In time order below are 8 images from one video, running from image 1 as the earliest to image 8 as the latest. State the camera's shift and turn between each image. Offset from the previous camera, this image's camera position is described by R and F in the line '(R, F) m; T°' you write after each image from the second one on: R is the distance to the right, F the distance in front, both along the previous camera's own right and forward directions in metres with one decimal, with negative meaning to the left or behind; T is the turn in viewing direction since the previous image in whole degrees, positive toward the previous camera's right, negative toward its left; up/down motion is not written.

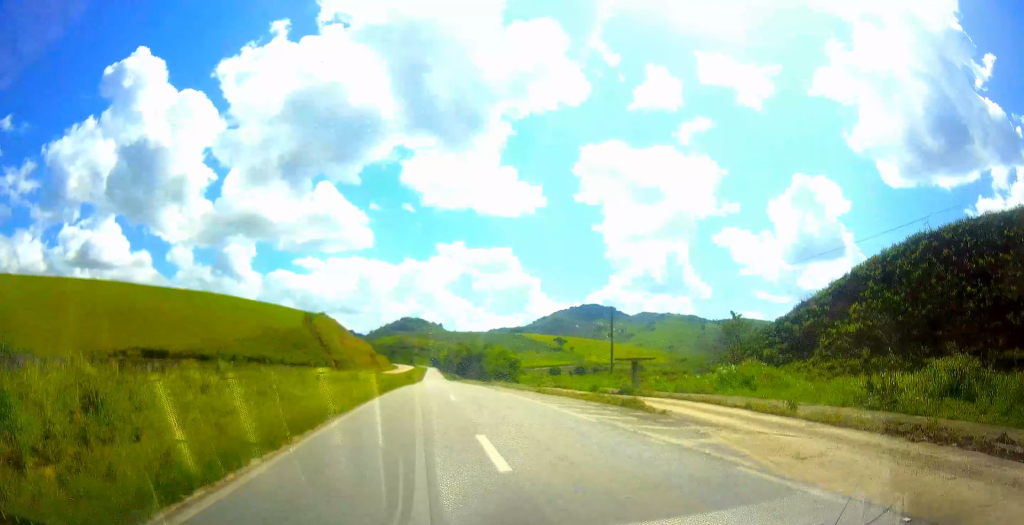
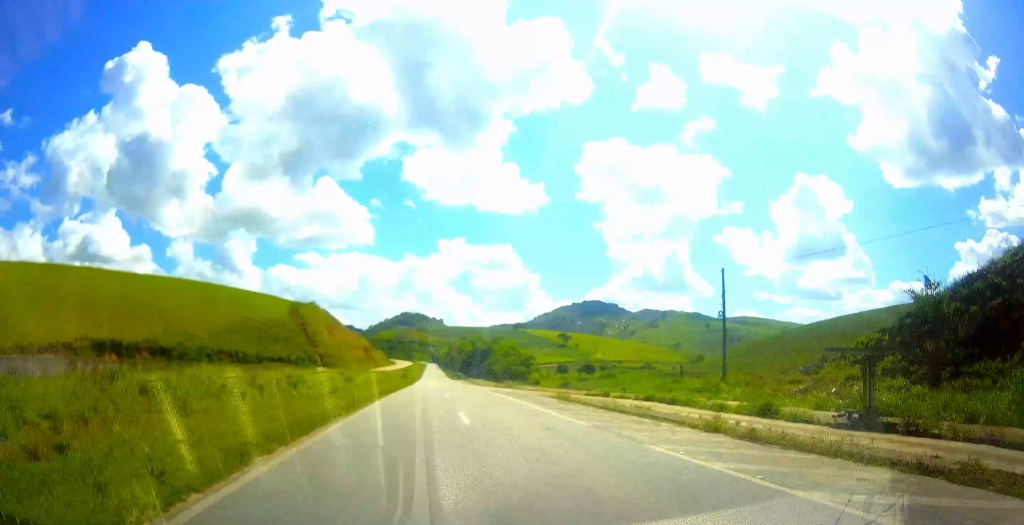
(0.0, +24.4) m; 0°
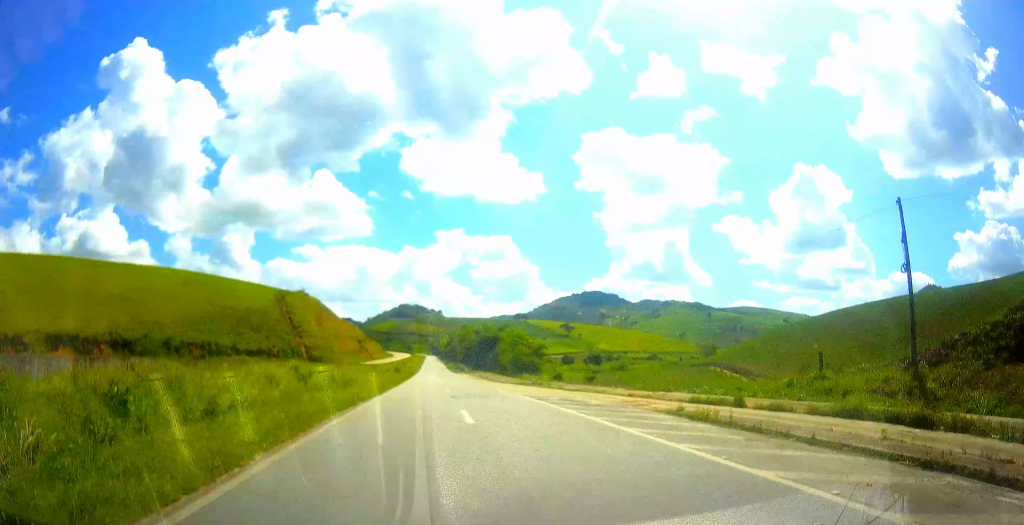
(0.0, +17.4) m; 0°
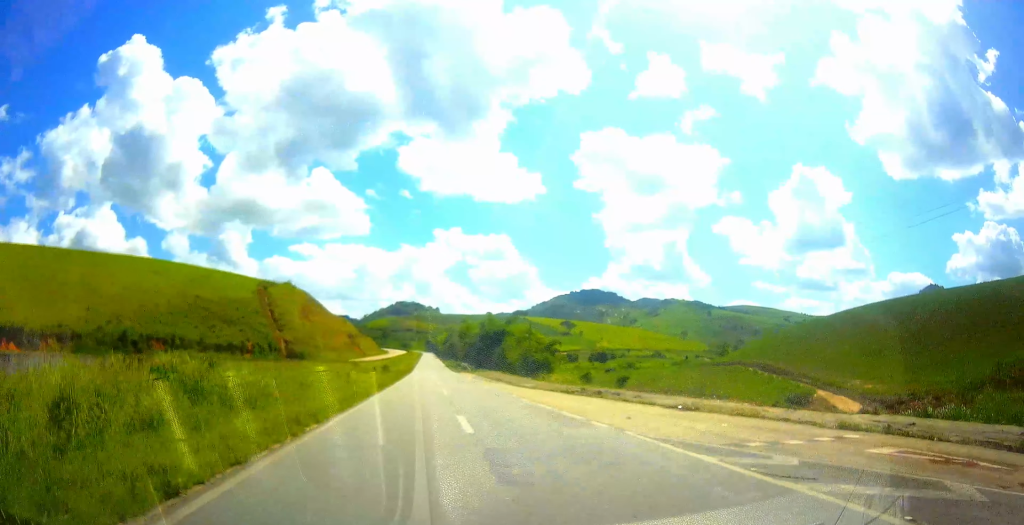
(0.0, +17.4) m; 0°
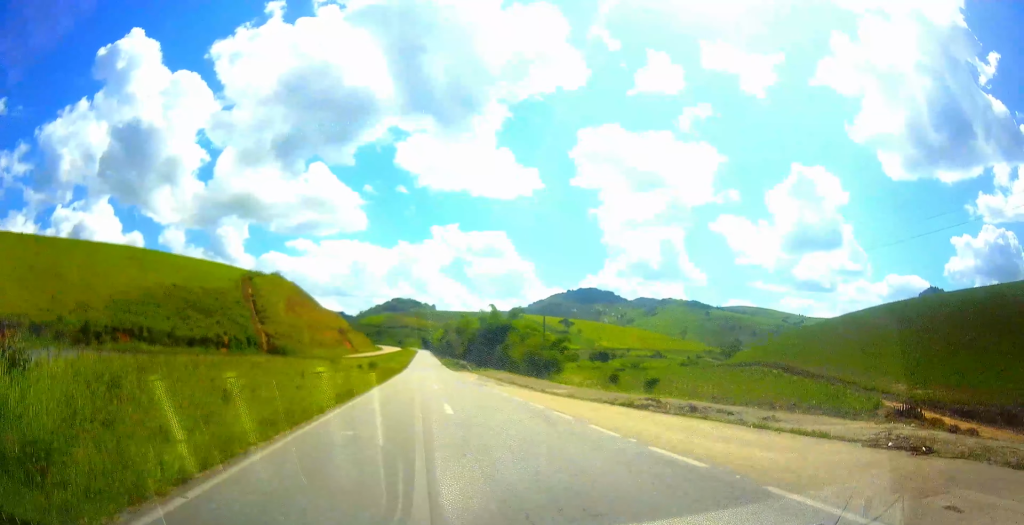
(0.0, +11.6) m; 0°
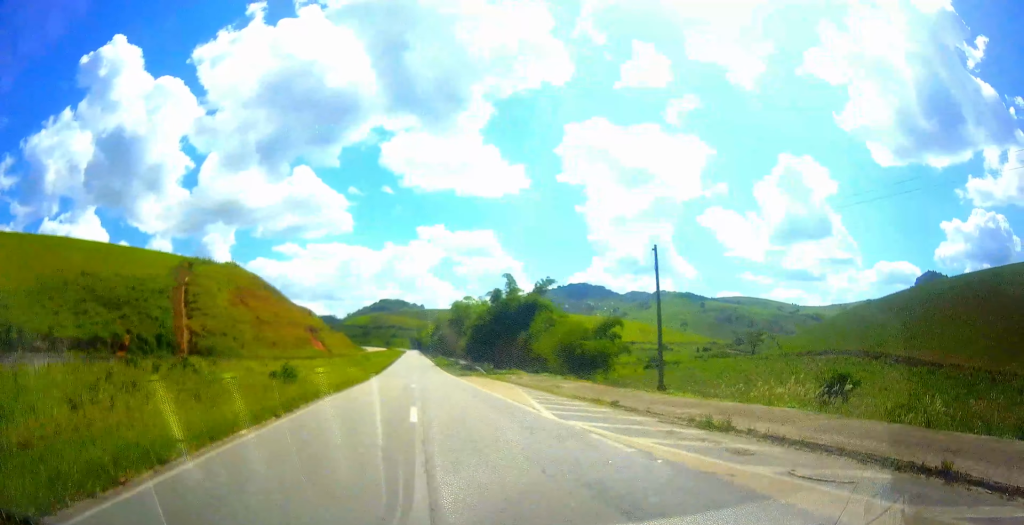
(0.0, +33.8) m; 0°
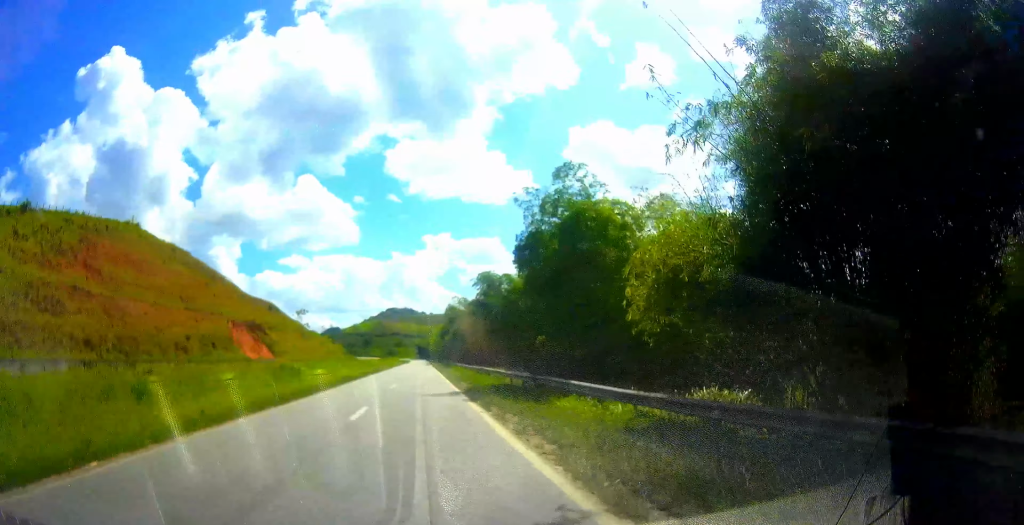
(+0.6, +62.0) m; +2°
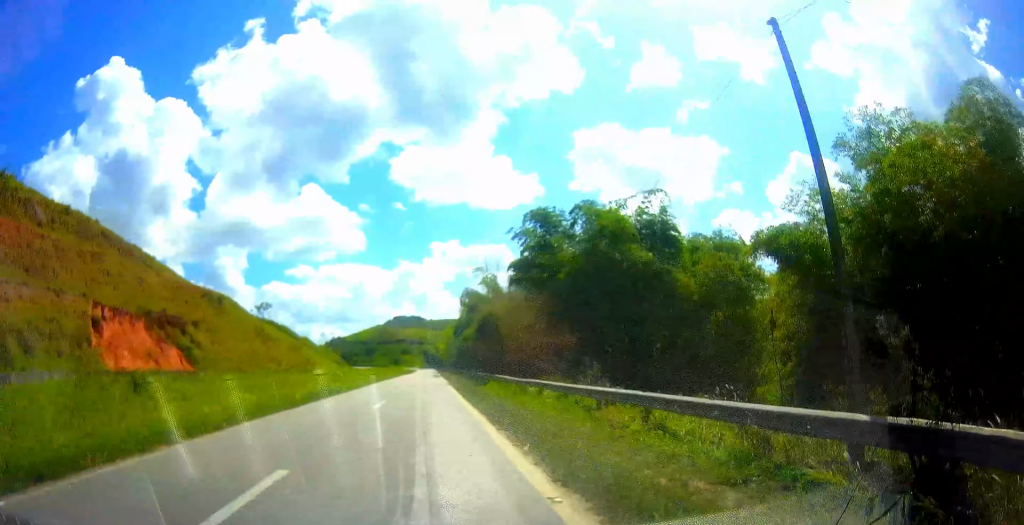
(+0.6, +41.3) m; 0°
